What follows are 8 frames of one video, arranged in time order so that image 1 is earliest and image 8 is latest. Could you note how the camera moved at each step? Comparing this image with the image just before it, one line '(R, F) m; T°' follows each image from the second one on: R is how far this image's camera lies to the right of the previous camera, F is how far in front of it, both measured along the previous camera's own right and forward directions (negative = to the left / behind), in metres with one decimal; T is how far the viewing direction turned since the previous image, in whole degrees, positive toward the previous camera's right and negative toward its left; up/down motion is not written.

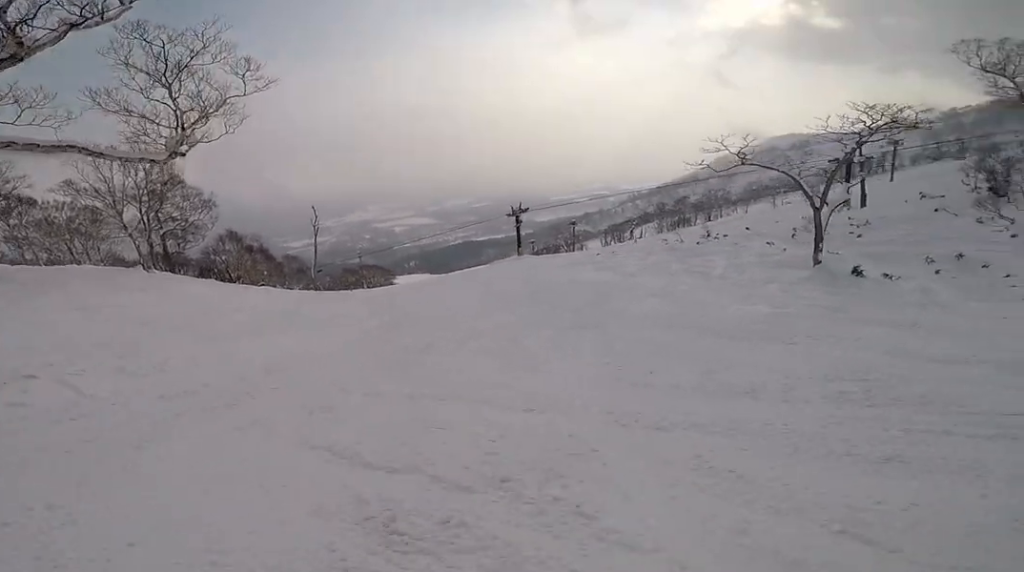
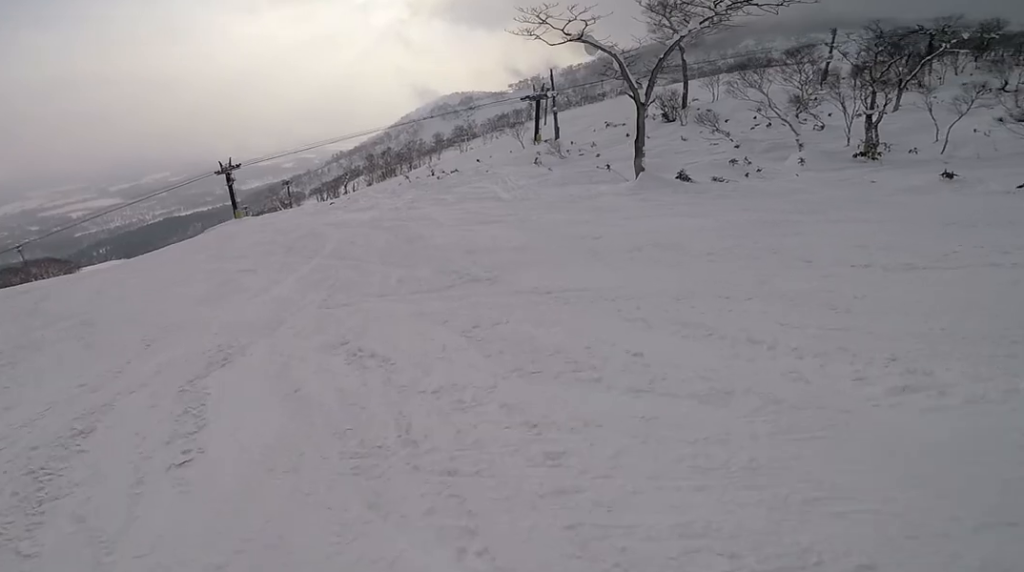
(+0.6, +8.2) m; +6°
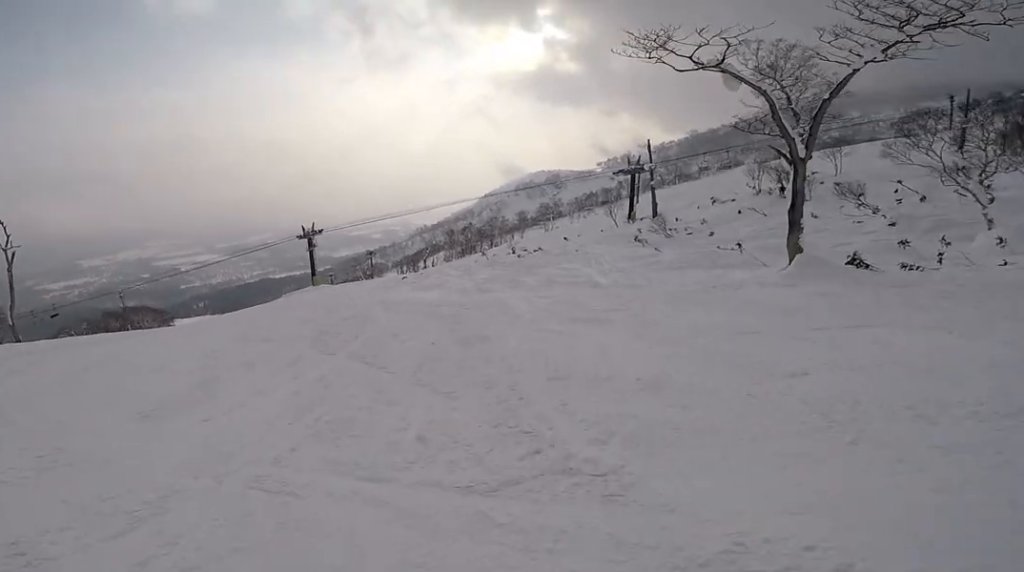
(0.0, +3.1) m; -1°
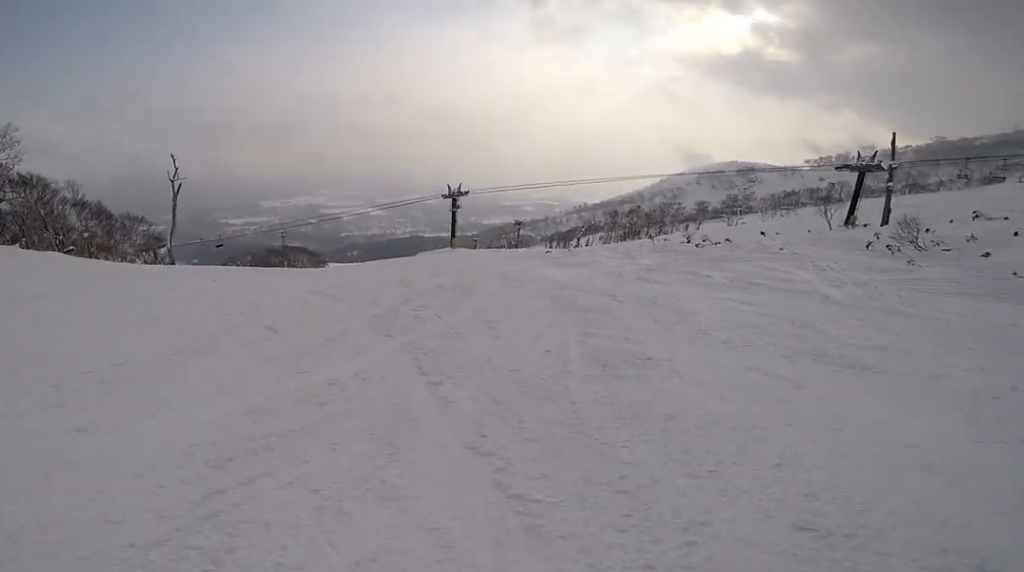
(0.0, +2.5) m; -2°
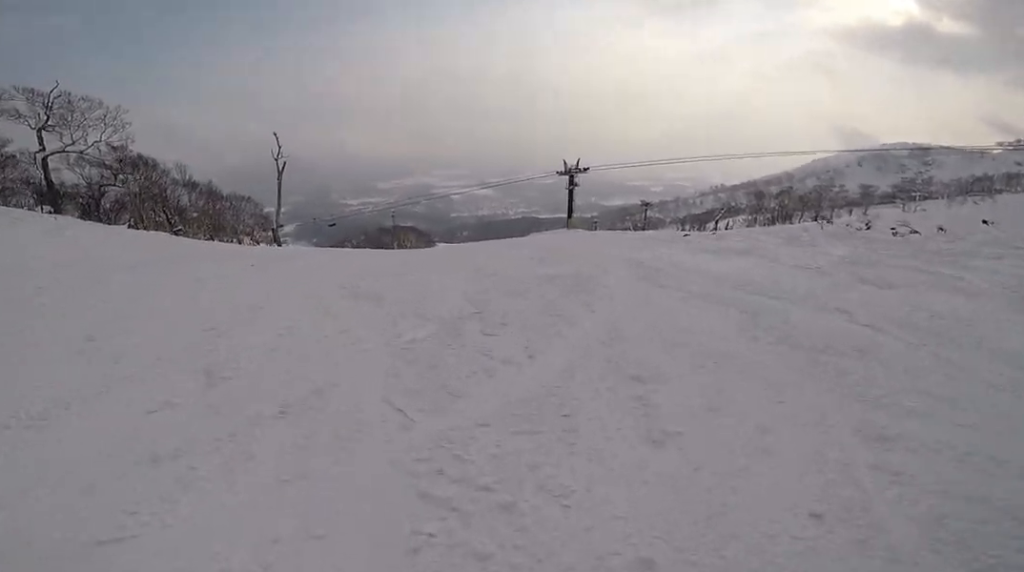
(-0.1, +2.3) m; -7°
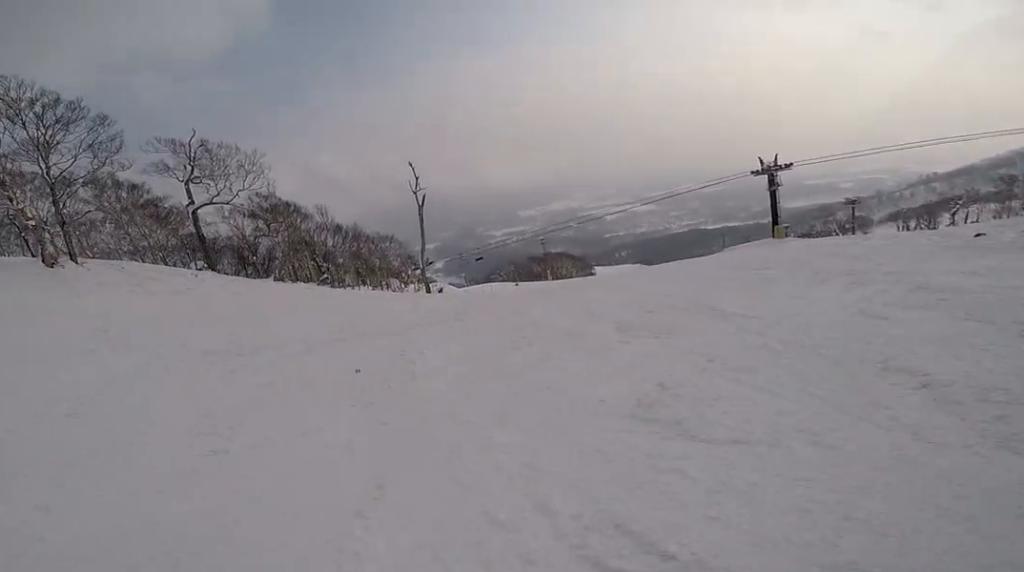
(-0.5, +3.7) m; -19°
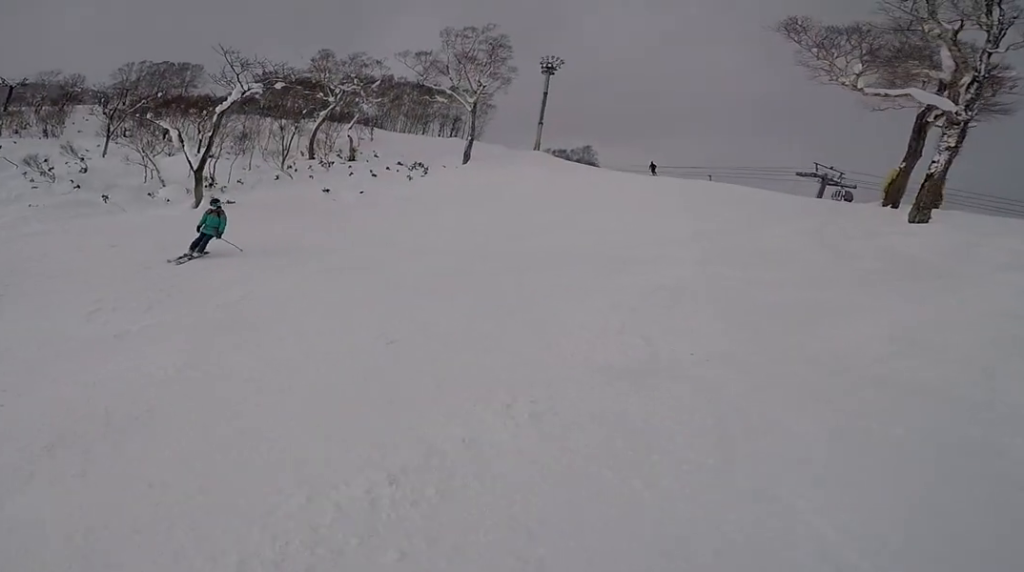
(-1.6, +5.6) m; -24°
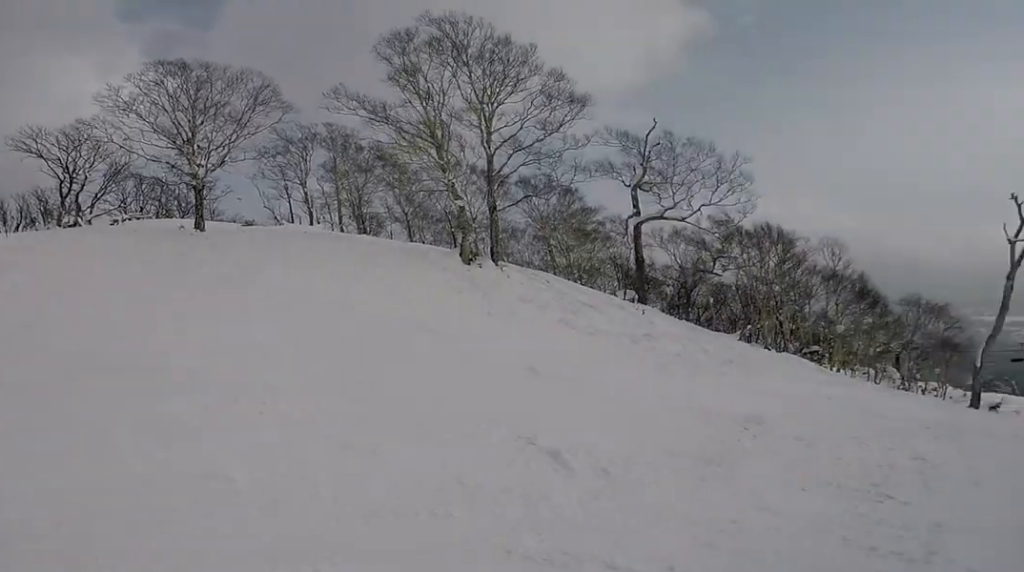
(-0.1, +2.3) m; -1°
